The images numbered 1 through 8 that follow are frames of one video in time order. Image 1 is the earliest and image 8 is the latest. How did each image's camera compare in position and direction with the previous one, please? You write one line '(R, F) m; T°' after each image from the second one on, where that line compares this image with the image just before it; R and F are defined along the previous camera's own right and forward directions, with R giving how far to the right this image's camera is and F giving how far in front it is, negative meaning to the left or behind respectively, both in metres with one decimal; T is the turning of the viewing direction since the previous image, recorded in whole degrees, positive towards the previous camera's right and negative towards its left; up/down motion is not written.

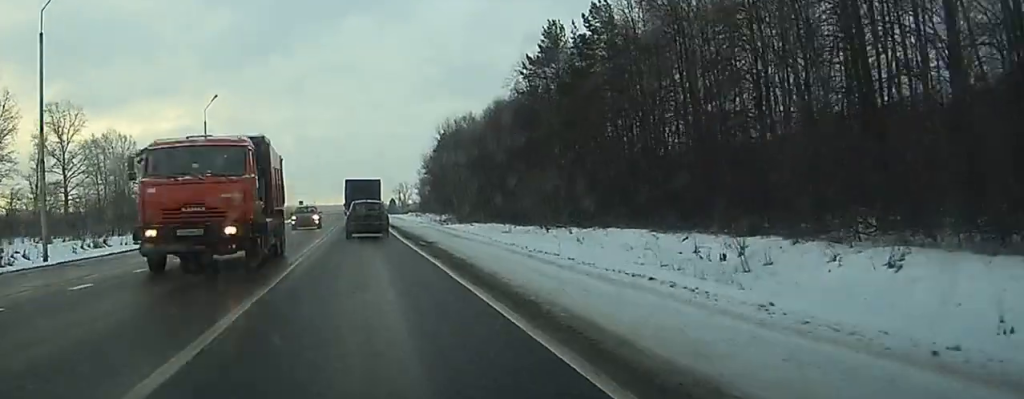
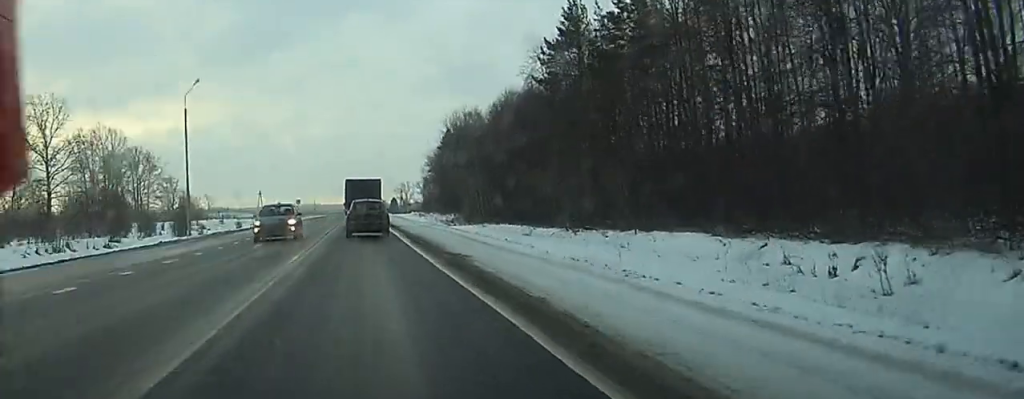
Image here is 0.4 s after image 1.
(0.0, +9.0) m; 0°
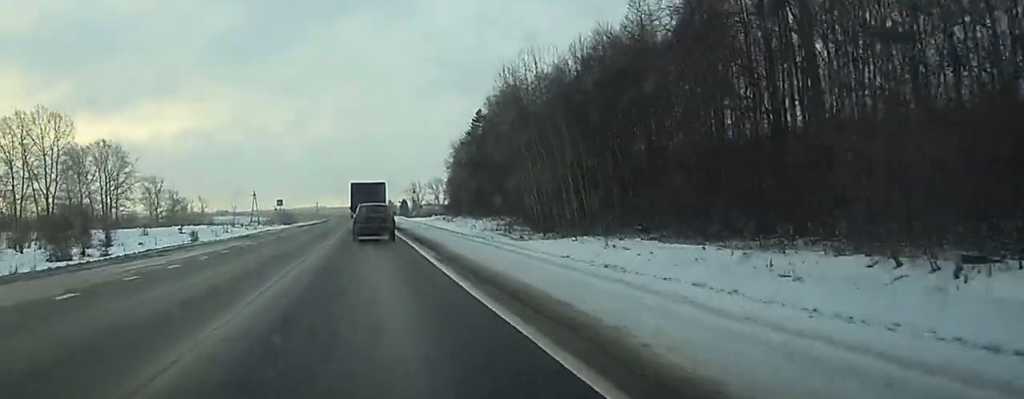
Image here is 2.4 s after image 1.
(-0.6, +40.8) m; -1°
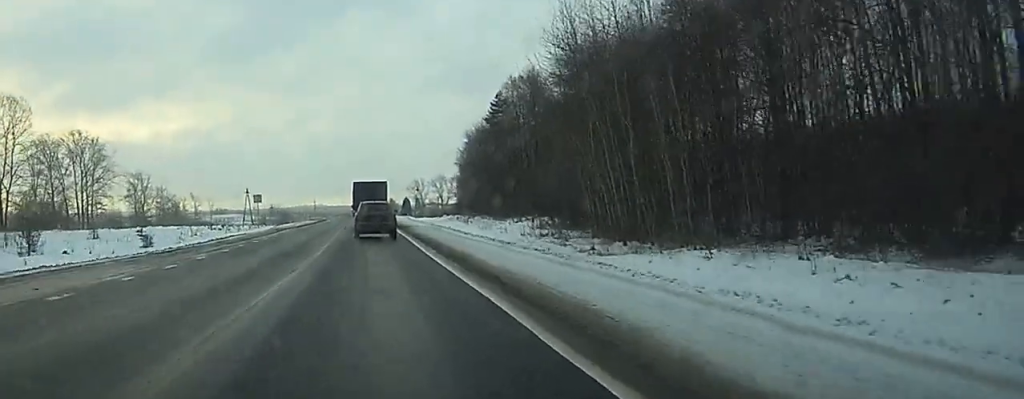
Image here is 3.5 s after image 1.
(0.0, +20.8) m; 0°
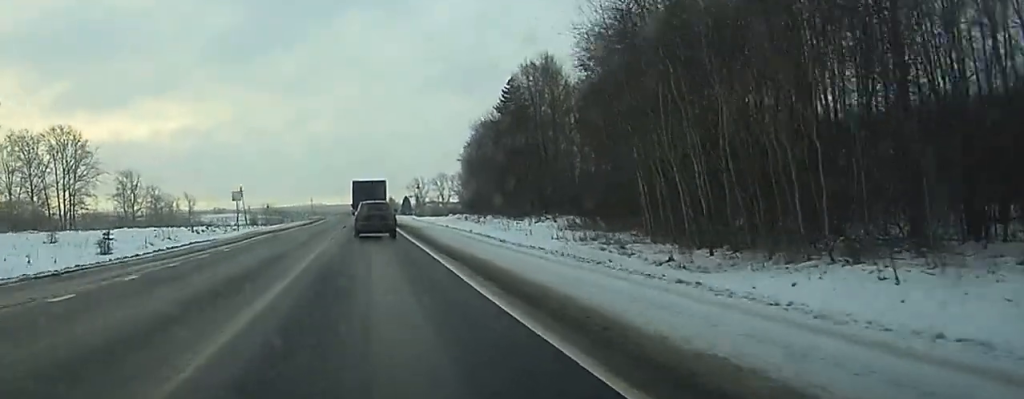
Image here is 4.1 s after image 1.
(0.0, +12.2) m; 0°
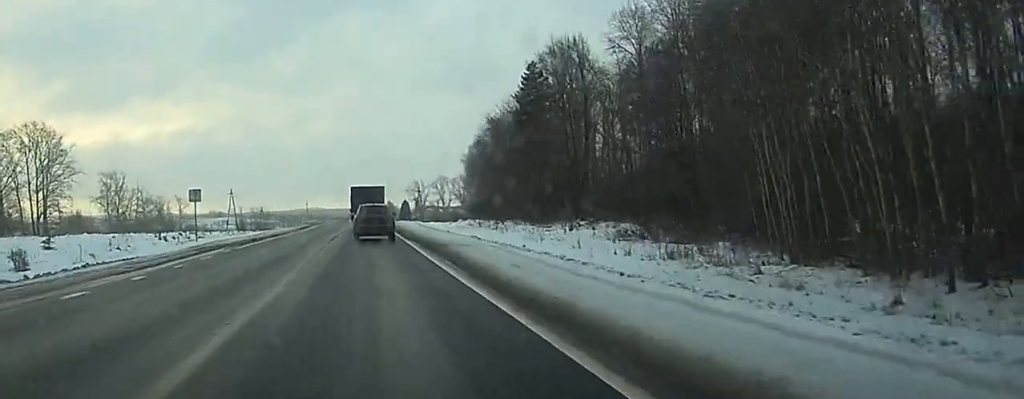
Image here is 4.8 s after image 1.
(0.0, +15.6) m; 0°
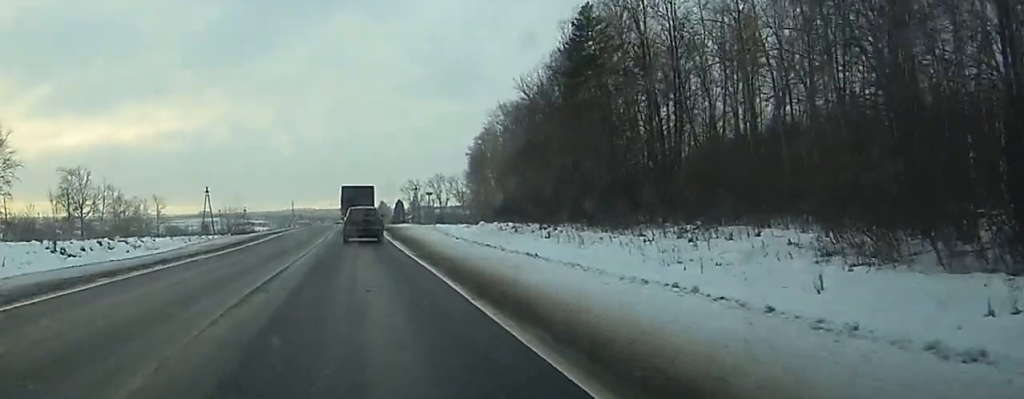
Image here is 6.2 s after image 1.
(-0.1, +28.6) m; 0°
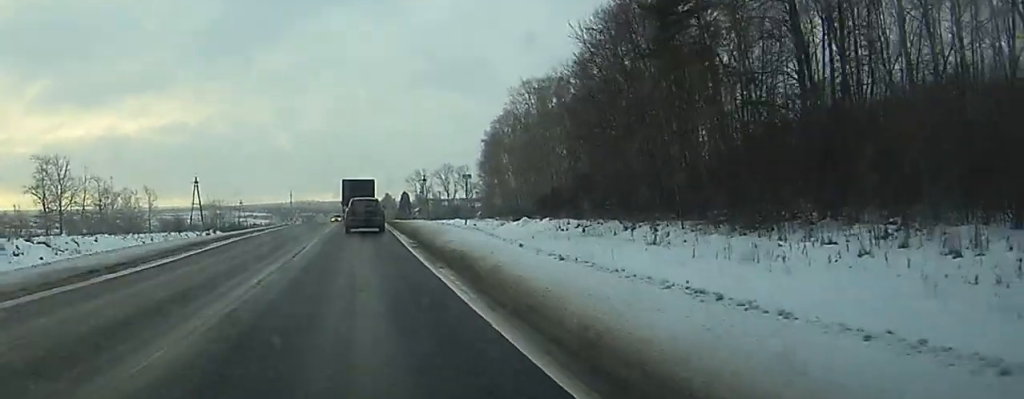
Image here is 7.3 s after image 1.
(+0.1, +20.9) m; +1°
